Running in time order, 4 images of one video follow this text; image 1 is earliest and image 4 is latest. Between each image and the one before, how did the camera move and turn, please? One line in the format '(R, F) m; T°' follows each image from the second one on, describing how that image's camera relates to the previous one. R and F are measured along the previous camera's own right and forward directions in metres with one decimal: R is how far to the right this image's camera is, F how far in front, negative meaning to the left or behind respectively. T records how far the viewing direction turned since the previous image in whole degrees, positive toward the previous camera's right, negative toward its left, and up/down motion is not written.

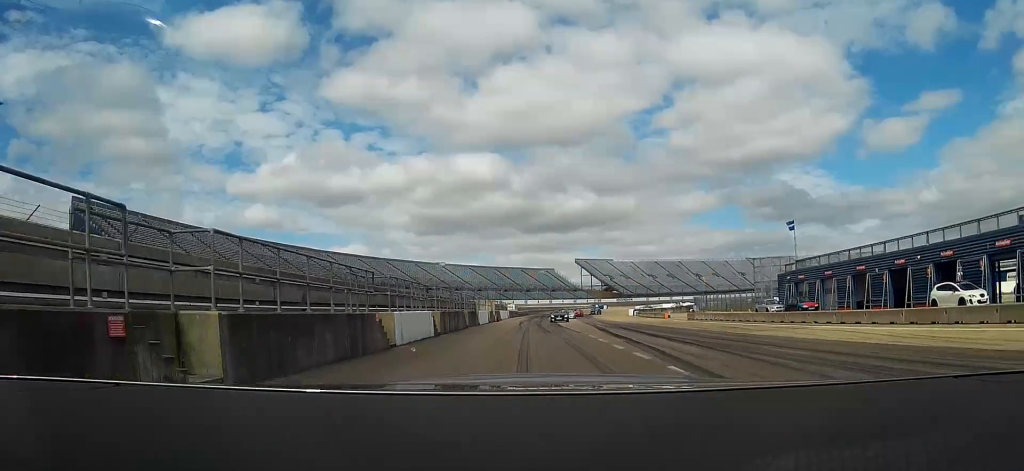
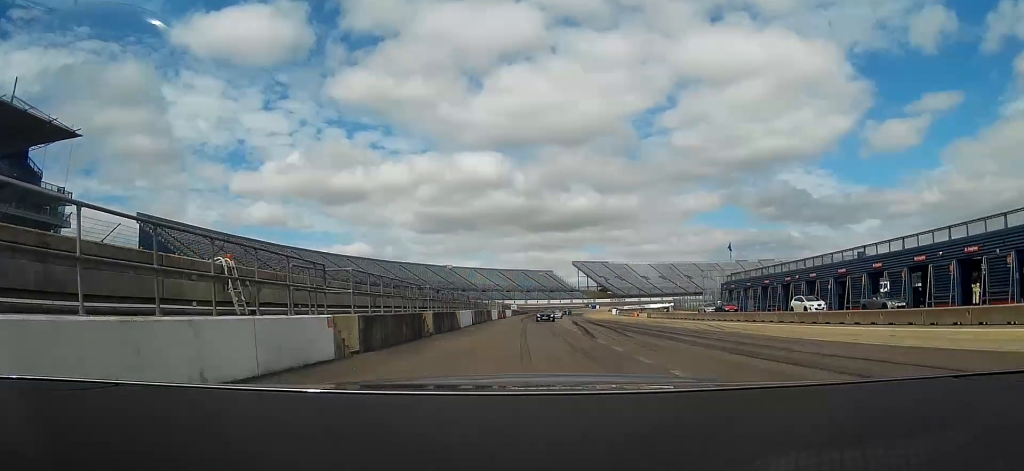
(-0.2, +20.2) m; -1°
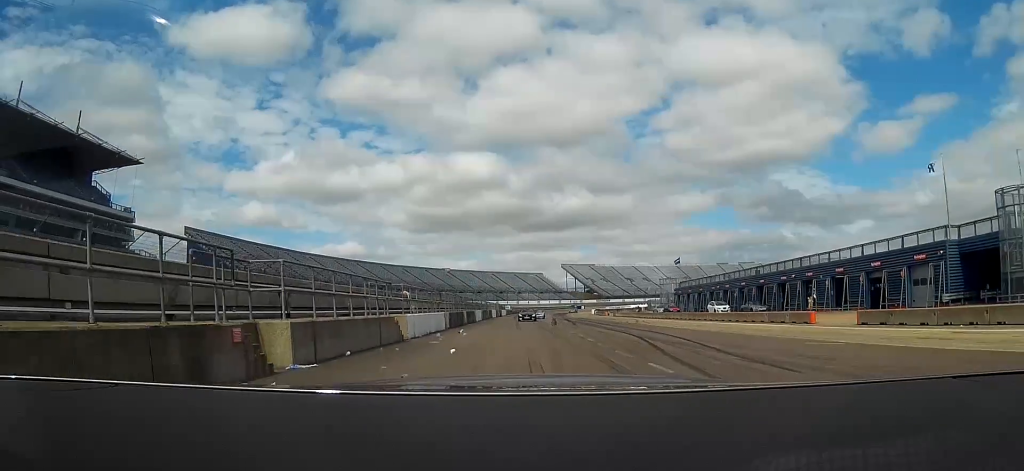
(-0.2, +21.7) m; -1°
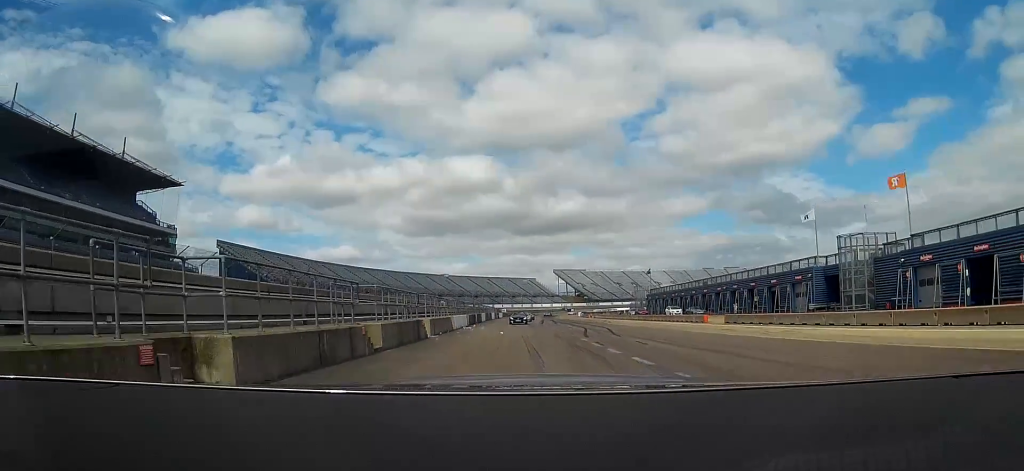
(+0.1, +18.1) m; +1°
